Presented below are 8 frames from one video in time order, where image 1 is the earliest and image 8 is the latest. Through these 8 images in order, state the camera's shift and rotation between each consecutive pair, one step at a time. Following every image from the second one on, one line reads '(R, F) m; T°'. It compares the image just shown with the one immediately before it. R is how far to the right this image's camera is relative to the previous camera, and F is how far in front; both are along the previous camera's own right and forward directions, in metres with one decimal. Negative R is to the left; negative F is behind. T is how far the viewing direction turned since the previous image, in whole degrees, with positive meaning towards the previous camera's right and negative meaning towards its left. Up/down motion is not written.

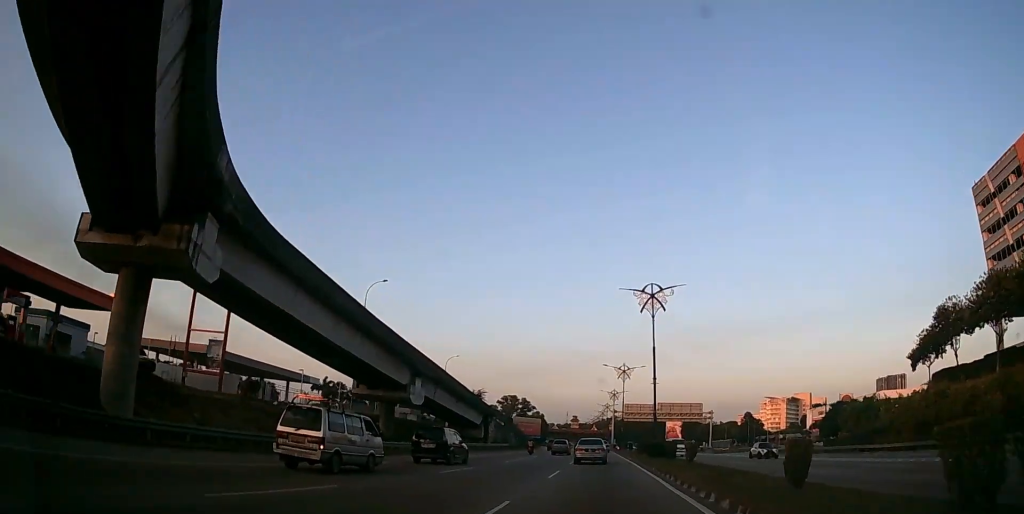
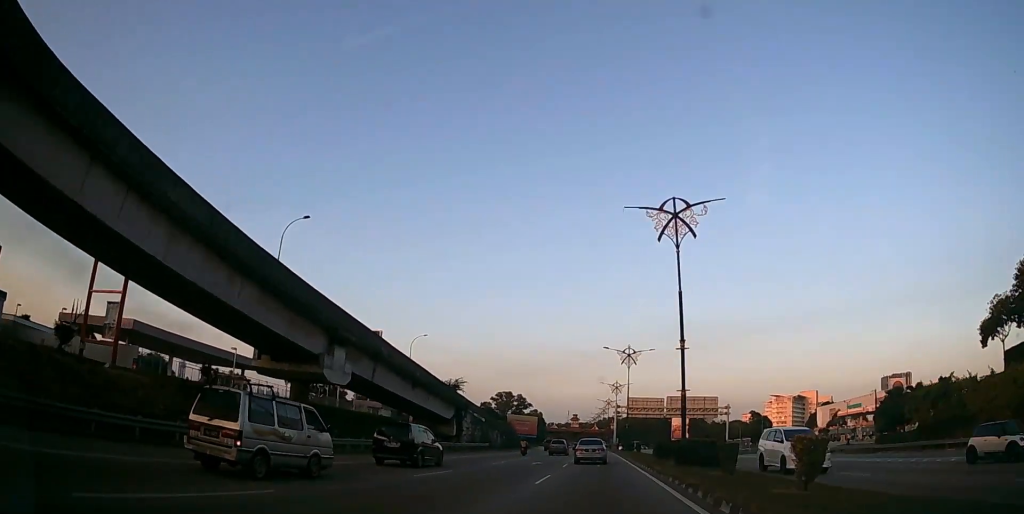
(0.0, +14.9) m; 0°
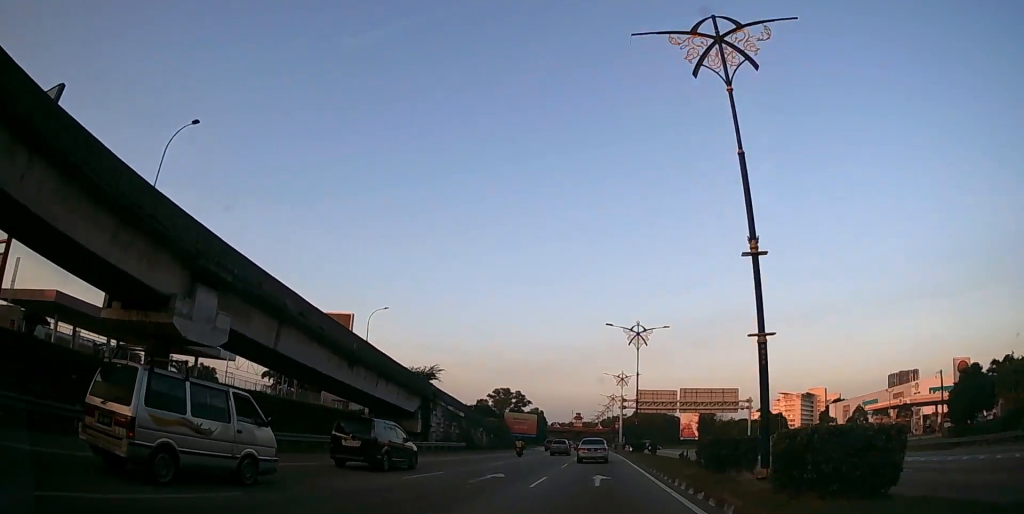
(0.0, +13.1) m; 0°
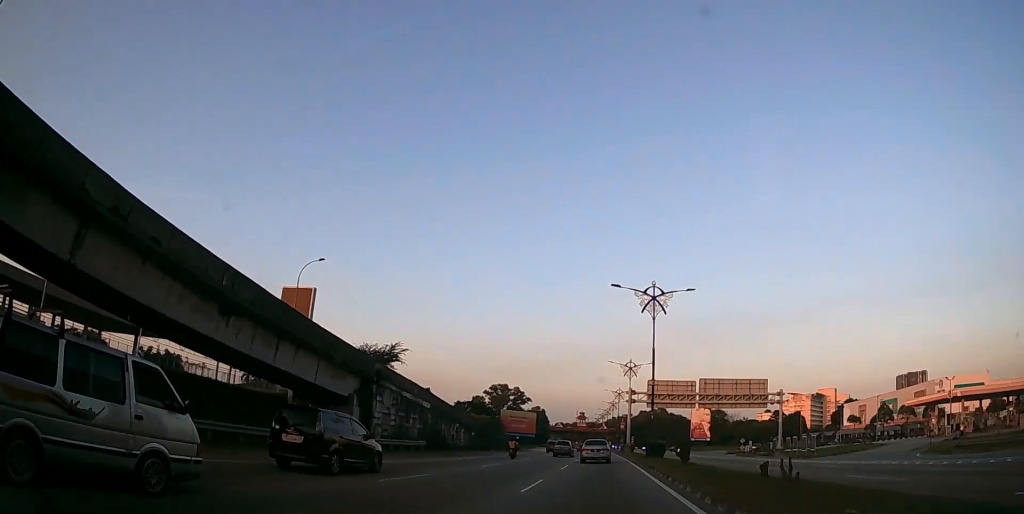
(0.0, +13.7) m; 0°
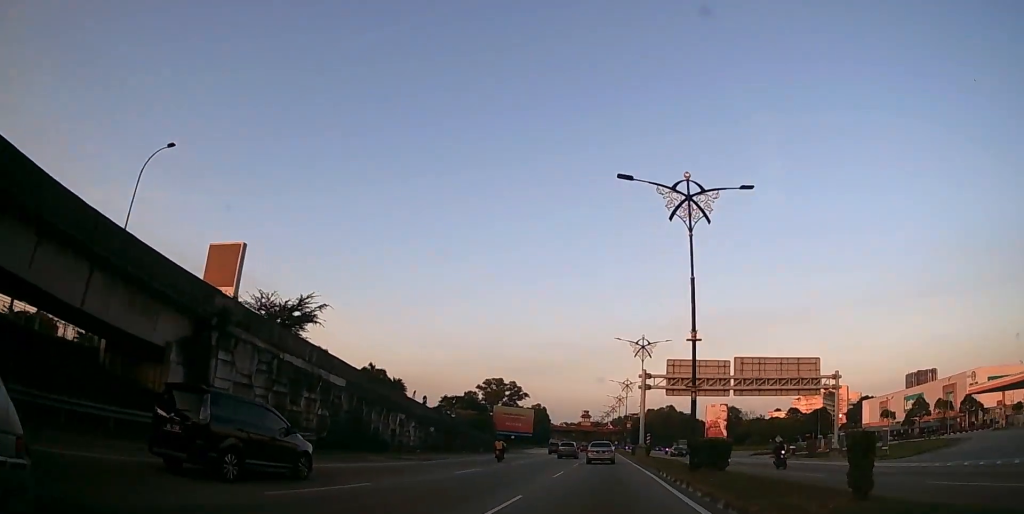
(0.0, +17.9) m; -1°
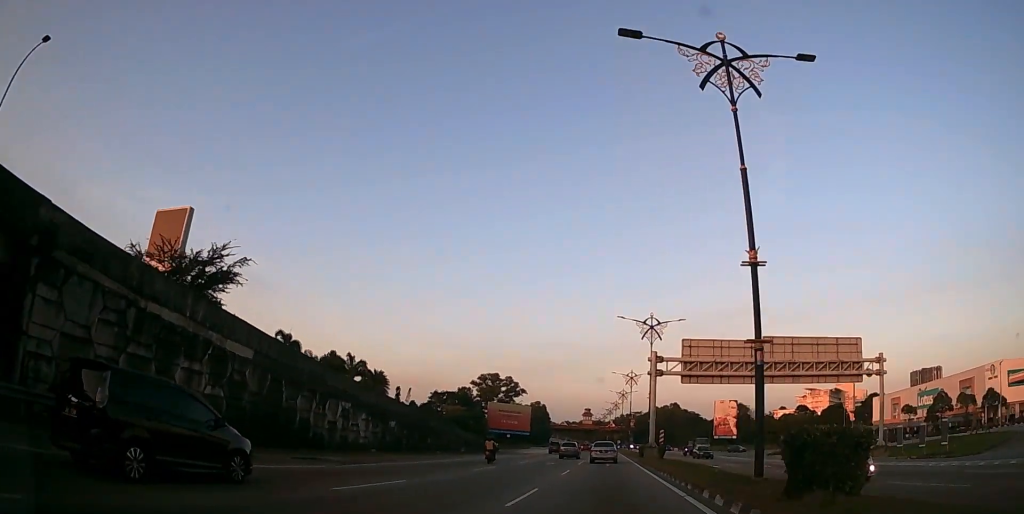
(0.0, +9.0) m; 0°
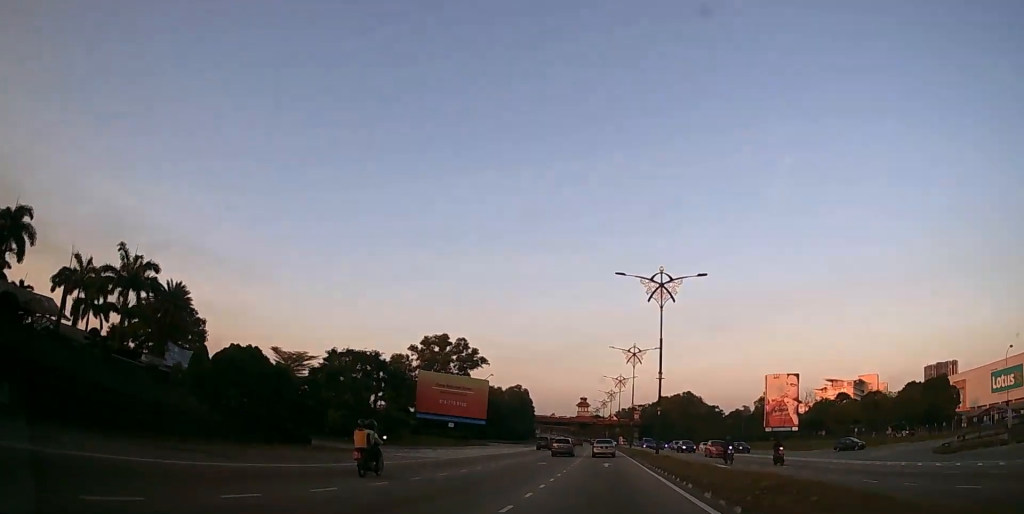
(-0.5, +49.0) m; 0°
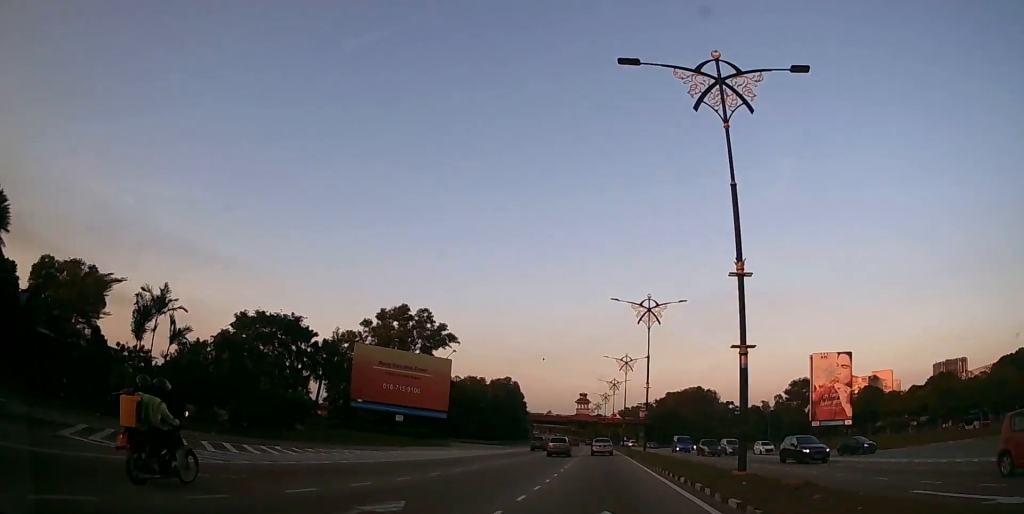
(+0.1, +22.2) m; 0°
